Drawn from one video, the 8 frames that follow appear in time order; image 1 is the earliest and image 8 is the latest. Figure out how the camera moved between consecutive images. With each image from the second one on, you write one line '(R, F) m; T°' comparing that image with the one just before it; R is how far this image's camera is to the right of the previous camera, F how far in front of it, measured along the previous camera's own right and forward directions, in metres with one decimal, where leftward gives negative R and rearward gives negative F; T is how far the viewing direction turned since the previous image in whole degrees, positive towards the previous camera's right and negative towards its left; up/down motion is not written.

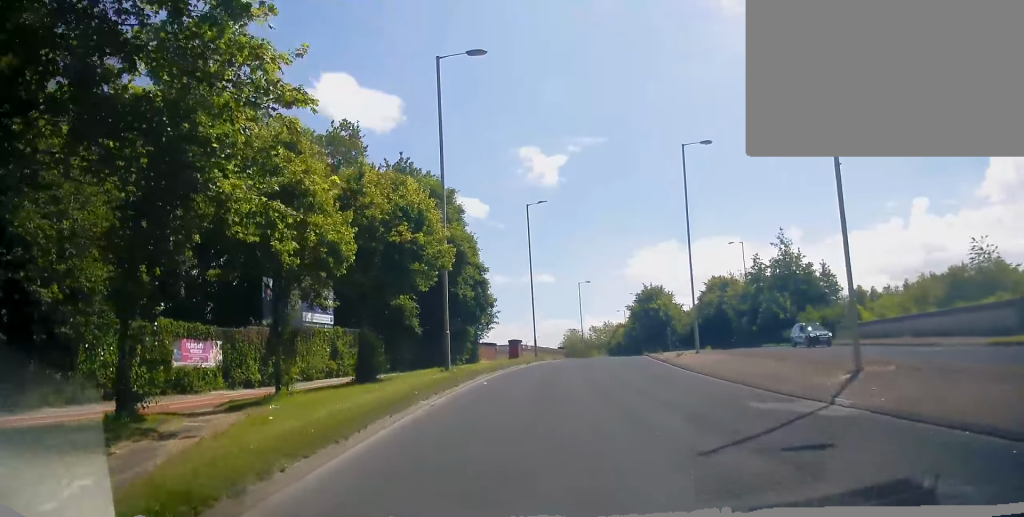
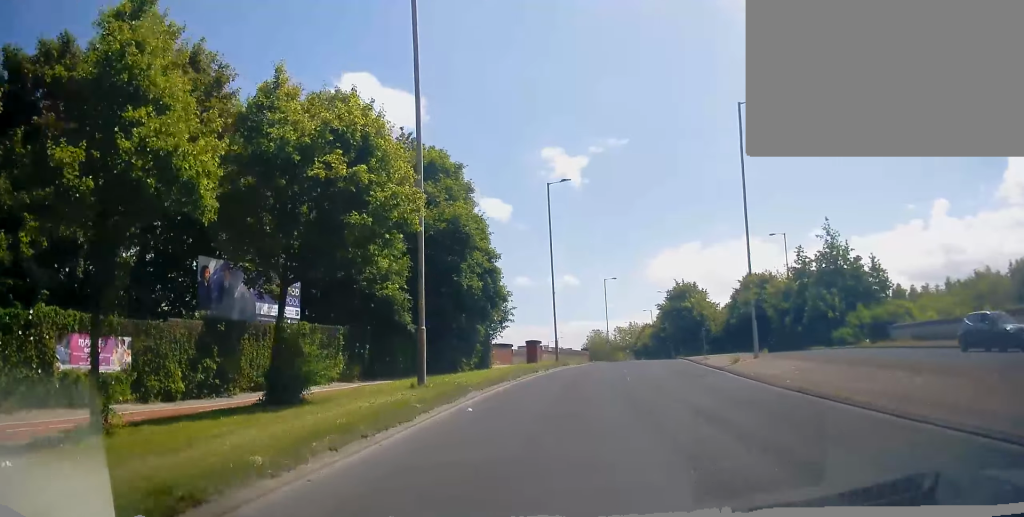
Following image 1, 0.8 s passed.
(+0.2, +6.9) m; -1°
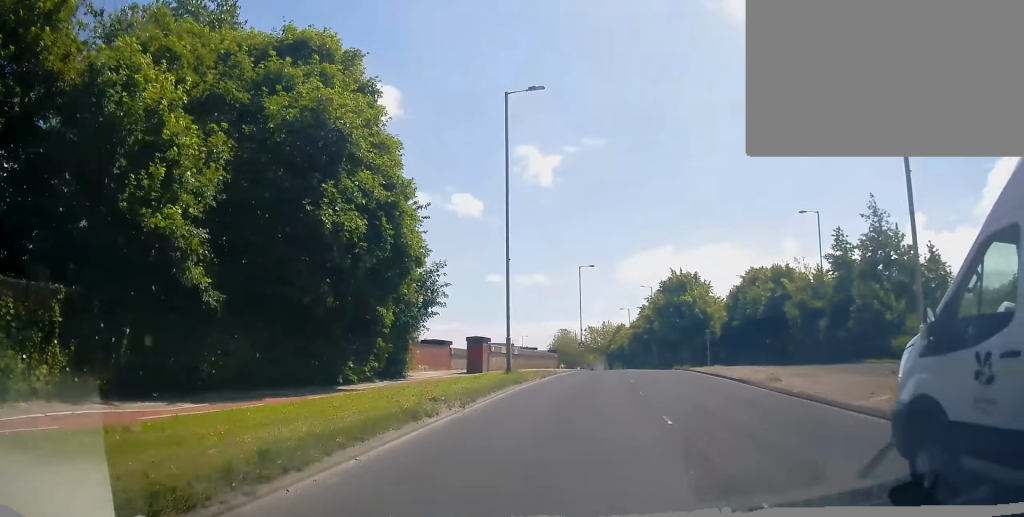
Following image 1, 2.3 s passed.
(-0.5, +15.6) m; -1°
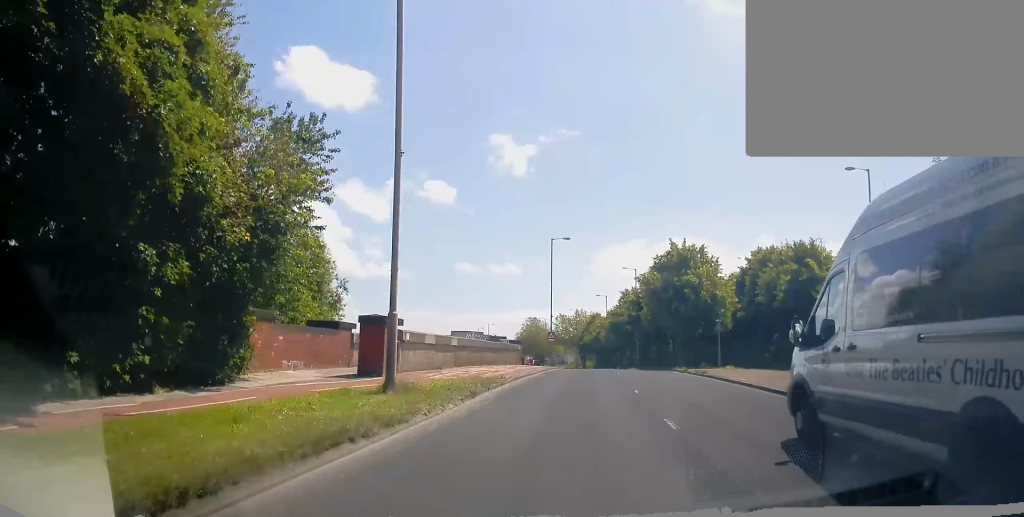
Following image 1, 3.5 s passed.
(+0.5, +13.0) m; +4°
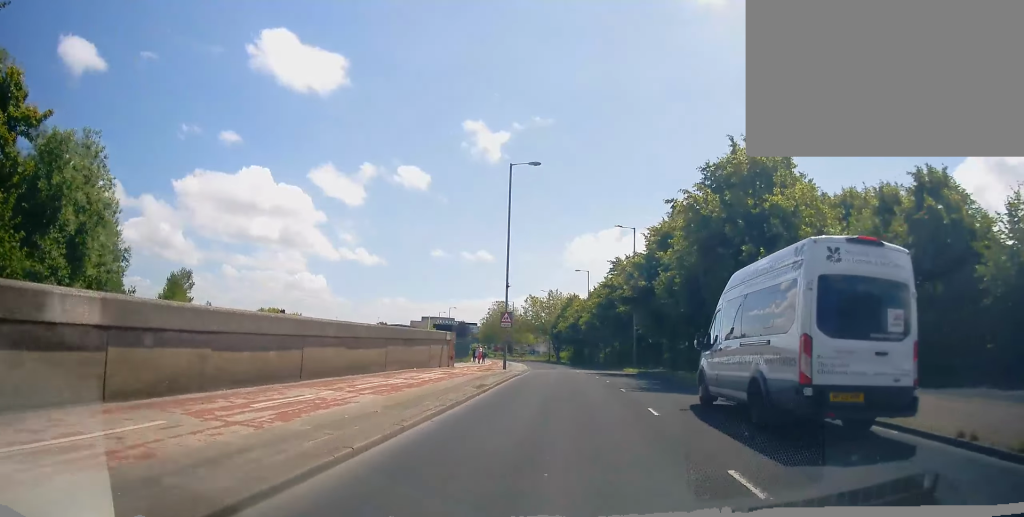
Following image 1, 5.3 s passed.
(+0.4, +22.1) m; +1°
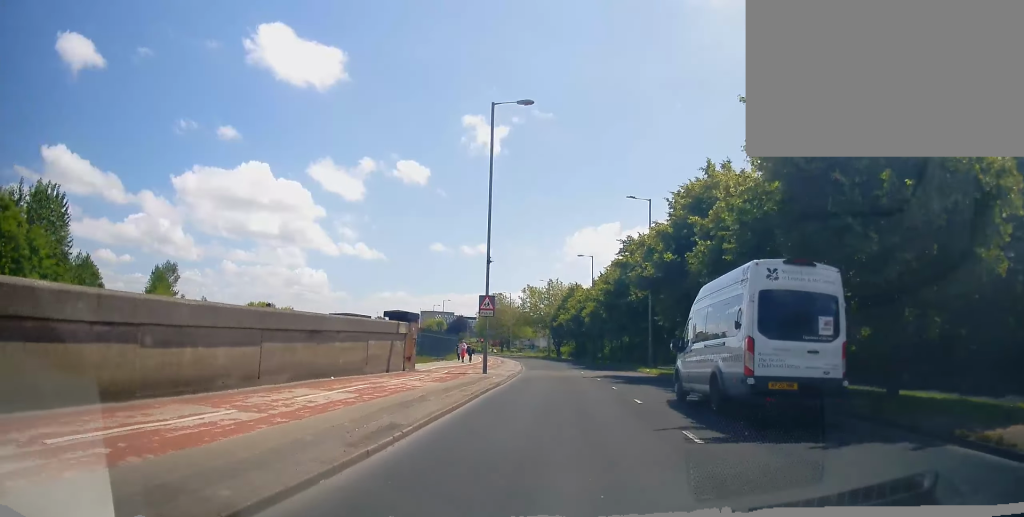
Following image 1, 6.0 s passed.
(-0.1, +9.1) m; 0°
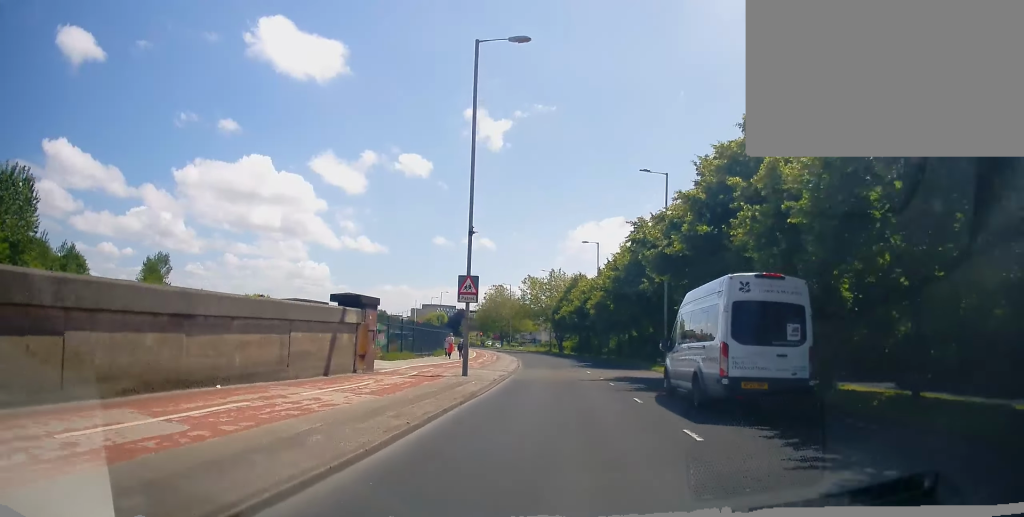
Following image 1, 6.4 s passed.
(+0.1, +5.8) m; 0°
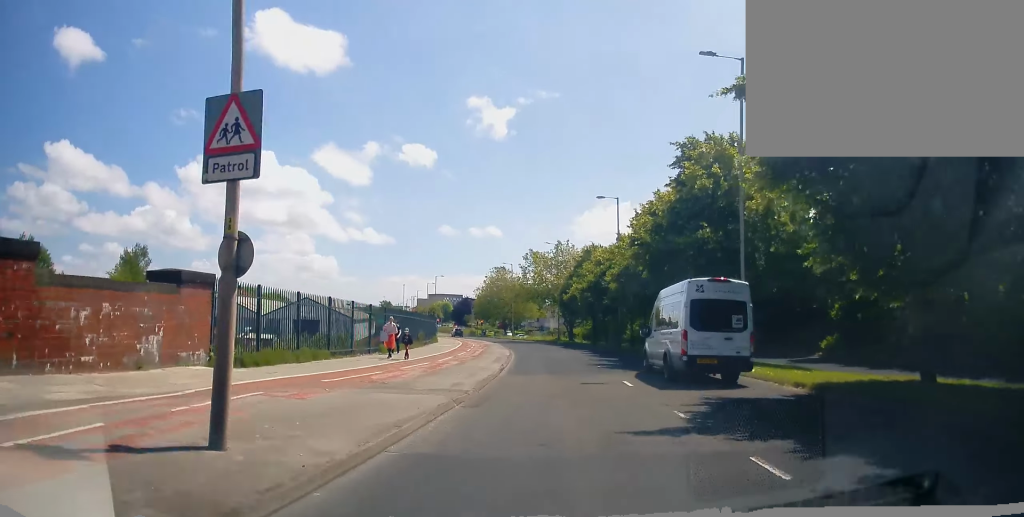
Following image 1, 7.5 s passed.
(+0.1, +15.1) m; -1°
